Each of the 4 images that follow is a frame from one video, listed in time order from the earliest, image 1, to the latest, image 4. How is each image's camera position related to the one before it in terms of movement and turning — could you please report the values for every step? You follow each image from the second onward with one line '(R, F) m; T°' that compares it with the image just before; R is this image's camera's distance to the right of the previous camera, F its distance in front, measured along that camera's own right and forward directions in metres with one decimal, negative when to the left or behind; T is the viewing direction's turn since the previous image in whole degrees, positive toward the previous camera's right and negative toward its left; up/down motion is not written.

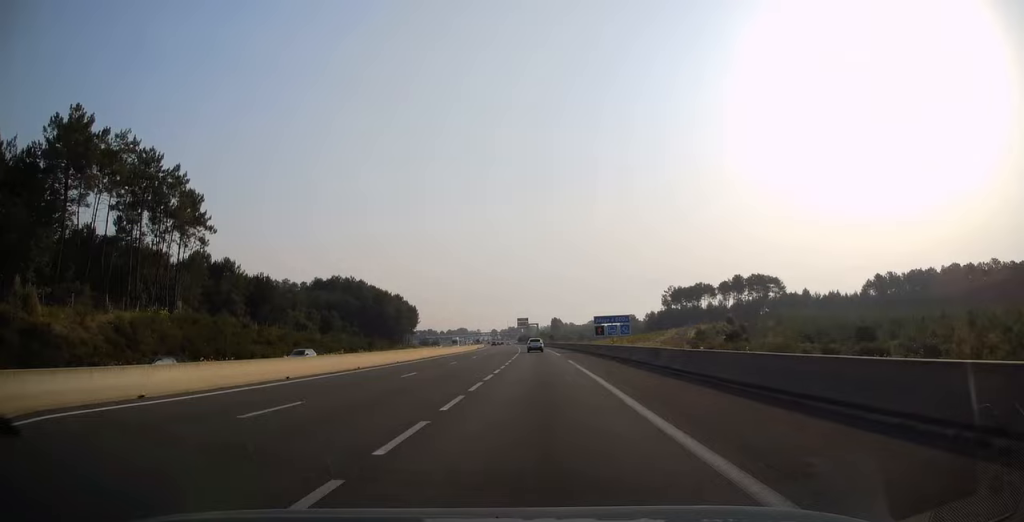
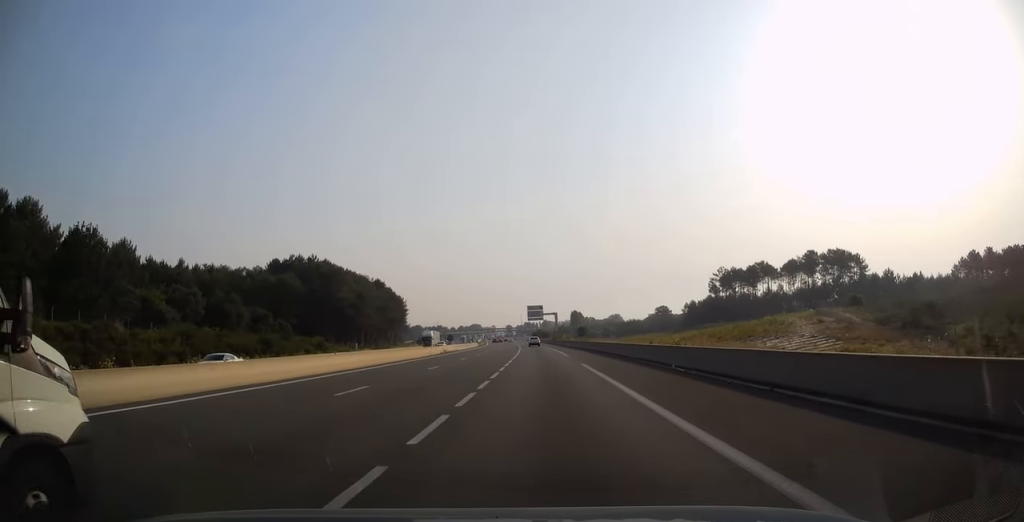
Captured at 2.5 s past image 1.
(-1.2, +60.8) m; -2°
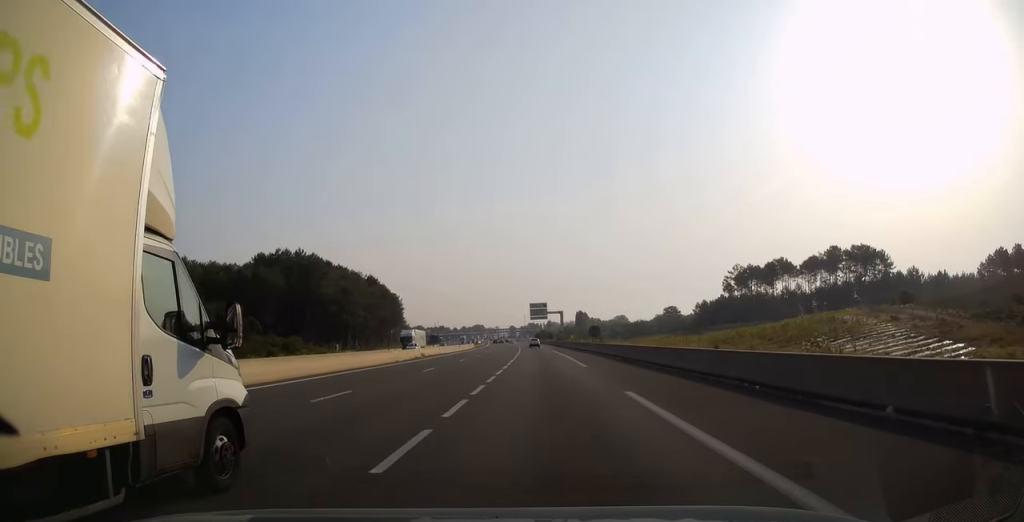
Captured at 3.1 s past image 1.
(0.0, +14.6) m; 0°
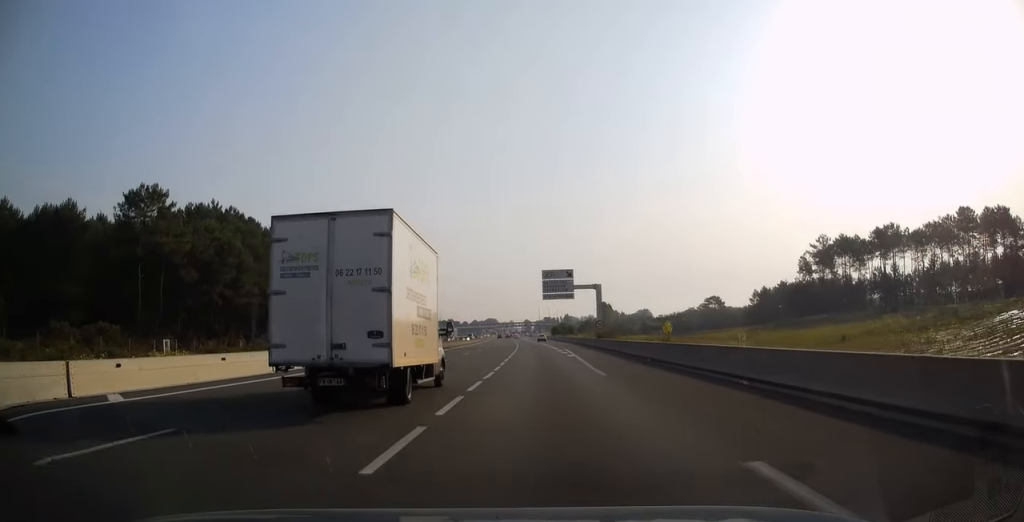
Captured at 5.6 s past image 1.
(-1.2, +60.5) m; -2°
